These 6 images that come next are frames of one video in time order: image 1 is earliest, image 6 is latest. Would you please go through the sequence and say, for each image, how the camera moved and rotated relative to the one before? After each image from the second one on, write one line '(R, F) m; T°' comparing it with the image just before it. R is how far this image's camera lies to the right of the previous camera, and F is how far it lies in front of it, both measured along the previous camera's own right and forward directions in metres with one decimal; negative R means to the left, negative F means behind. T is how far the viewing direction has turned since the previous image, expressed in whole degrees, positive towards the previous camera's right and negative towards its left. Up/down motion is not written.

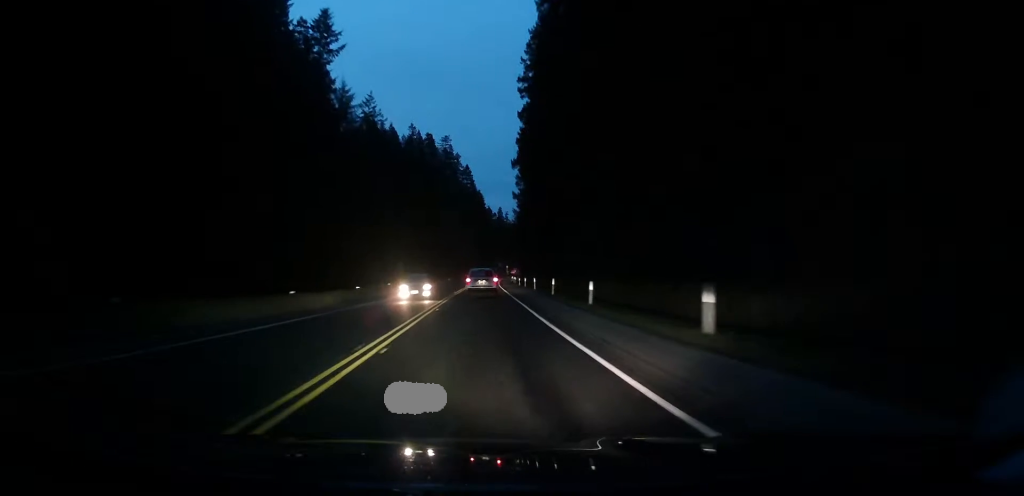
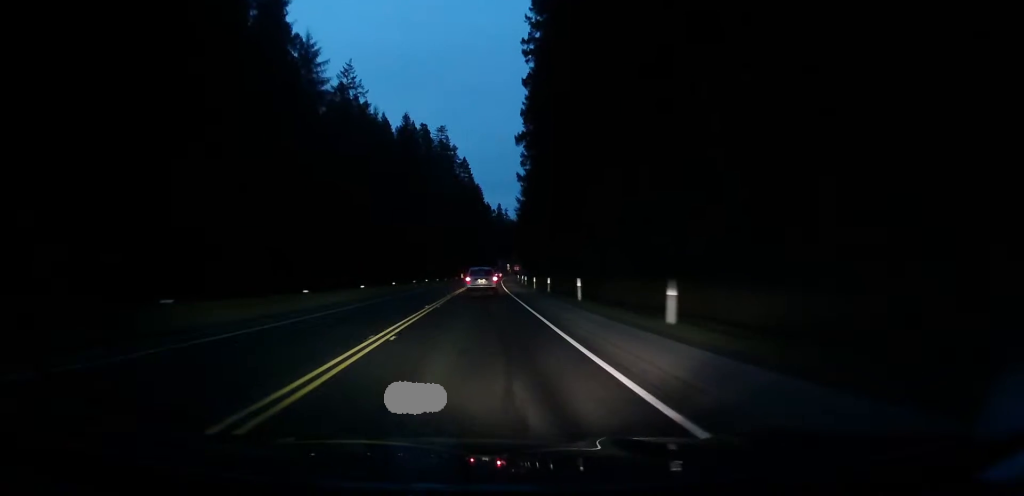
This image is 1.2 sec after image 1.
(+0.2, +22.9) m; -1°
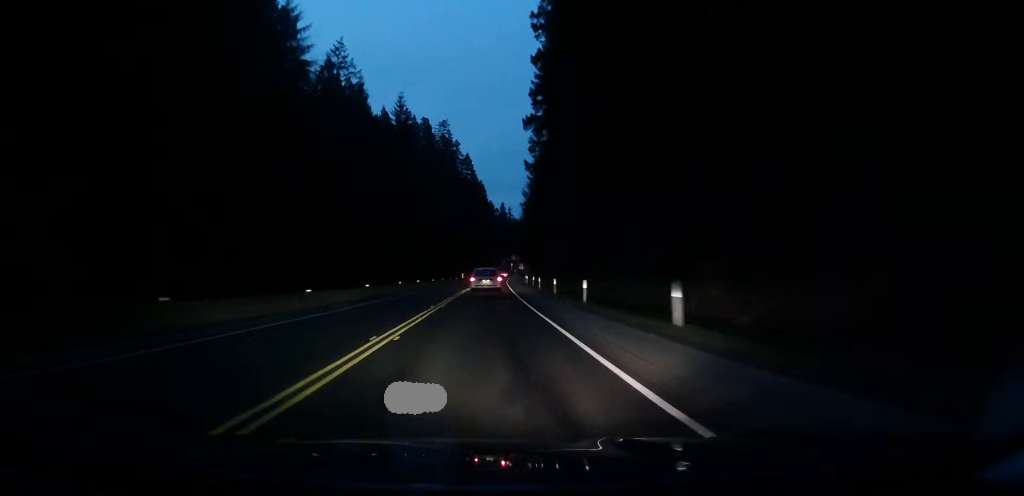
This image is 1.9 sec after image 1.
(-0.2, +12.8) m; 0°
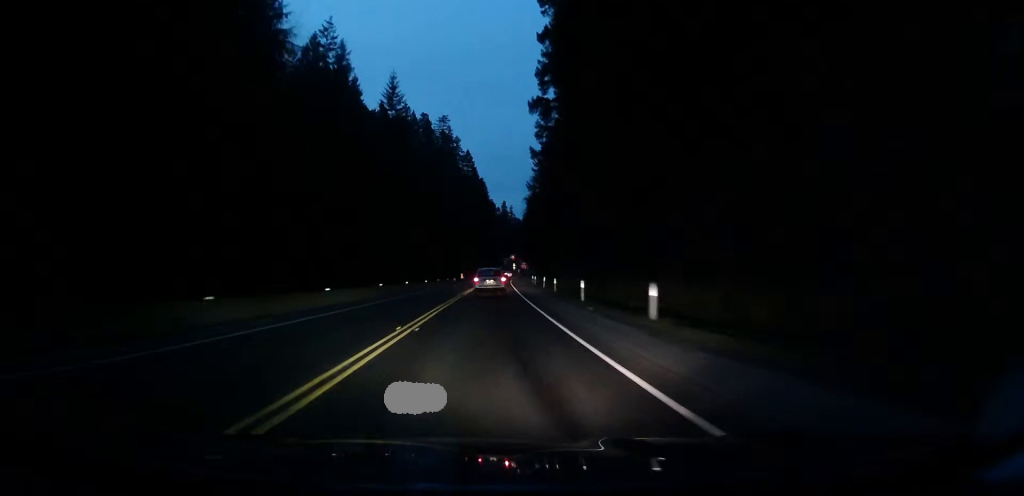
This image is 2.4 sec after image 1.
(-0.1, +10.3) m; 0°
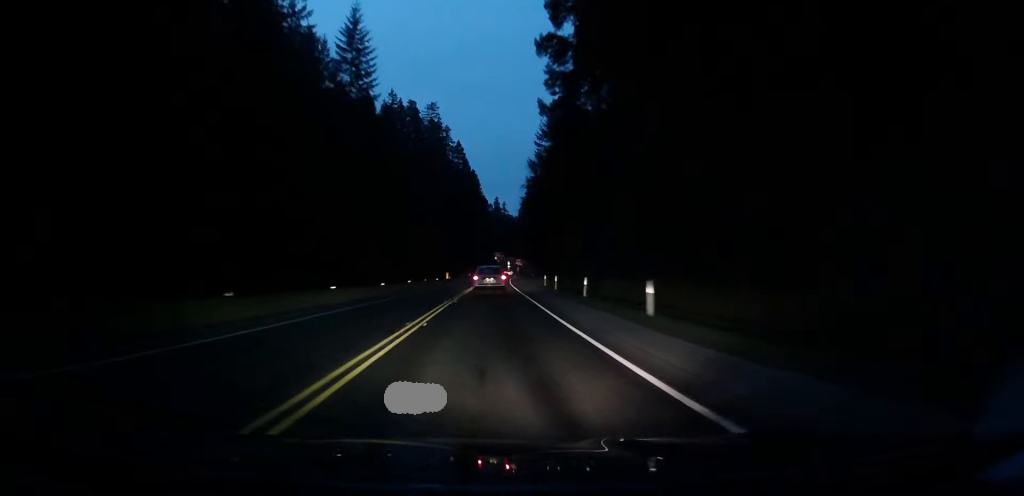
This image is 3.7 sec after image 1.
(+0.4, +24.9) m; +1°
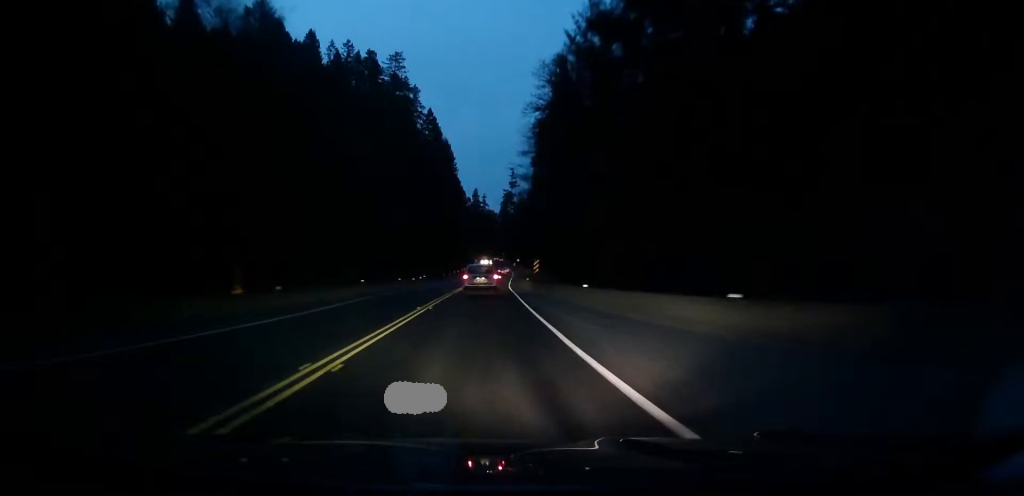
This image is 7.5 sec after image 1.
(-1.4, +75.0) m; 0°
